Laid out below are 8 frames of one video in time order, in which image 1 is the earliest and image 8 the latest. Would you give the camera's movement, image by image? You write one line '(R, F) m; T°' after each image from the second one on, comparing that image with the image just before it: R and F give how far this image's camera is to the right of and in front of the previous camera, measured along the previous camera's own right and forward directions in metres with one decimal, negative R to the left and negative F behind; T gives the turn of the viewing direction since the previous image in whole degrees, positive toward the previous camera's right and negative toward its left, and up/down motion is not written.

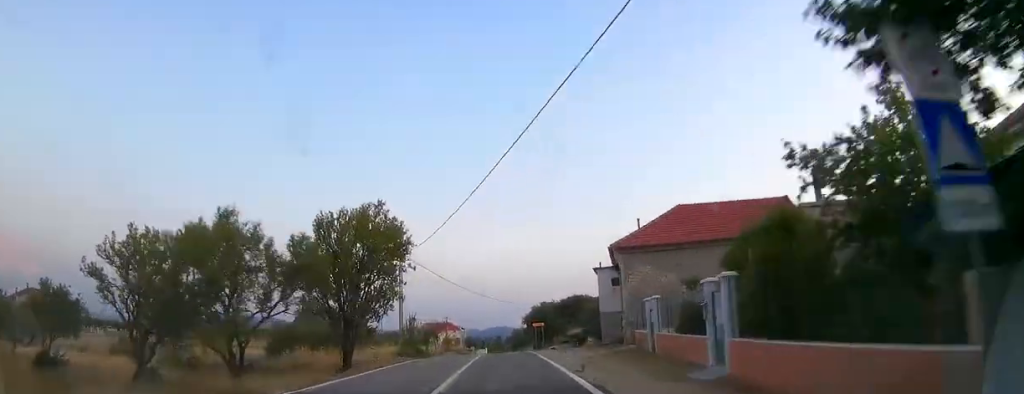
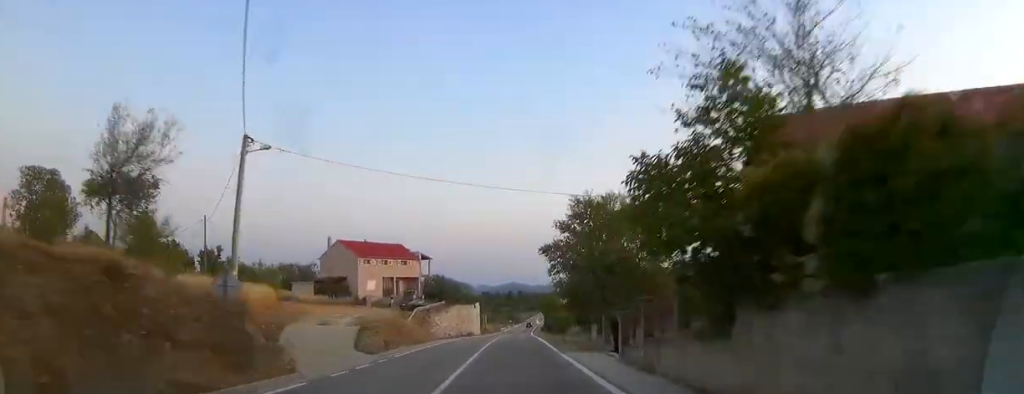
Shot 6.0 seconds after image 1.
(-2.0, +99.7) m; -1°
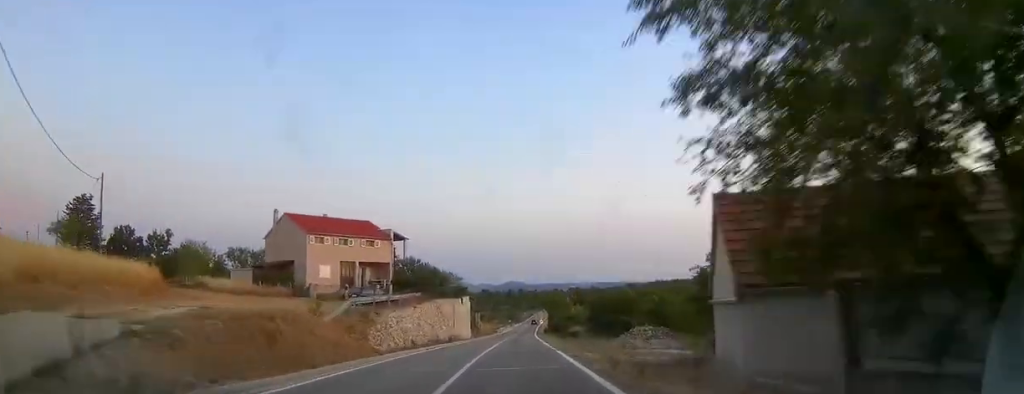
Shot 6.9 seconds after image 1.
(0.0, +17.5) m; 0°
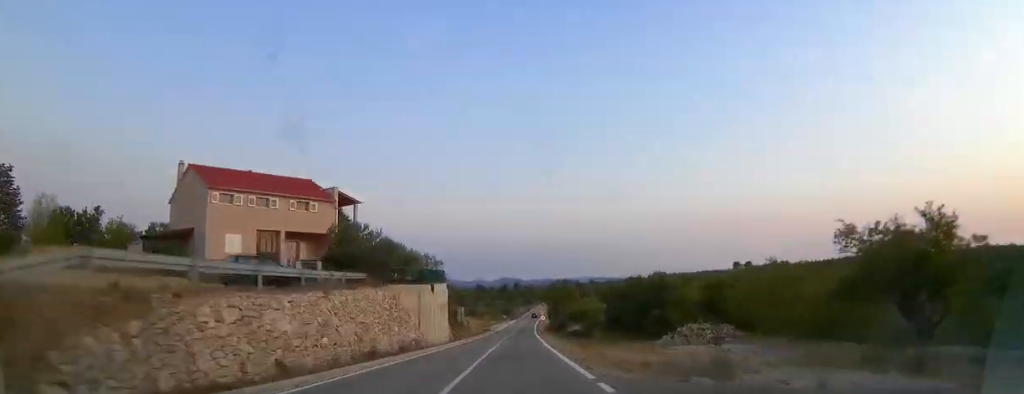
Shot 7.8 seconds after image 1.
(+0.1, +18.2) m; +1°
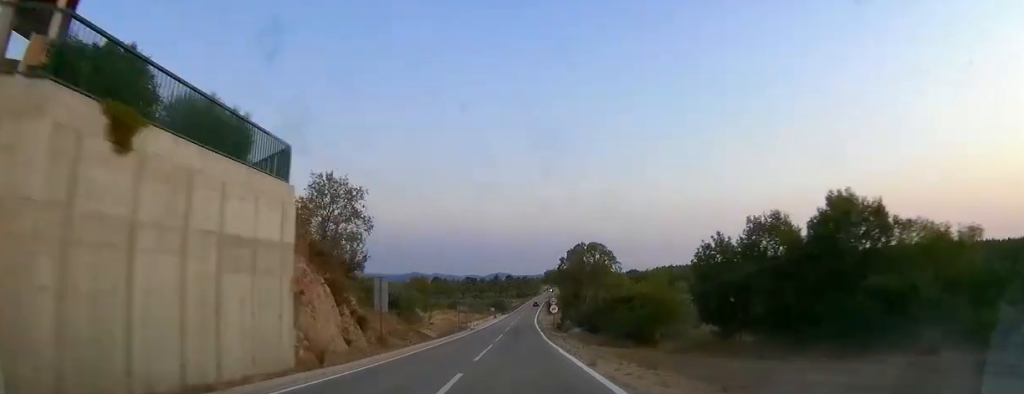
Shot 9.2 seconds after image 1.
(0.0, +30.1) m; +1°
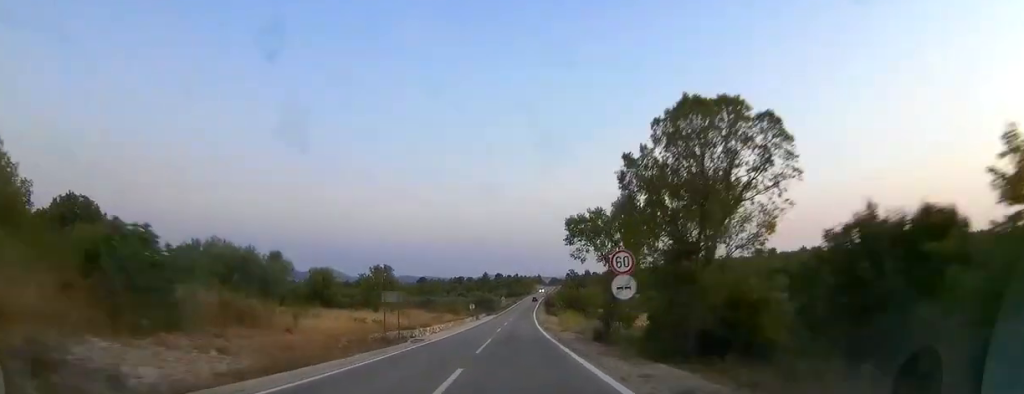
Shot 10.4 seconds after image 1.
(+0.6, +28.4) m; +1°
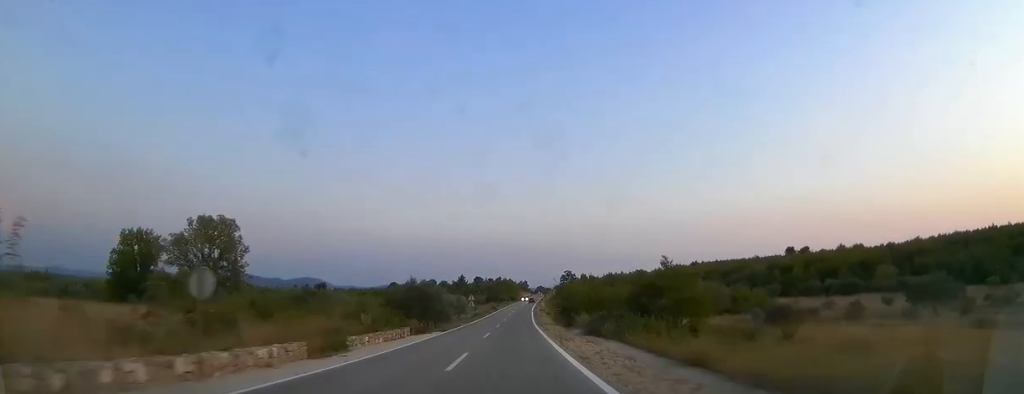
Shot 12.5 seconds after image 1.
(+0.4, +52.1) m; +1°
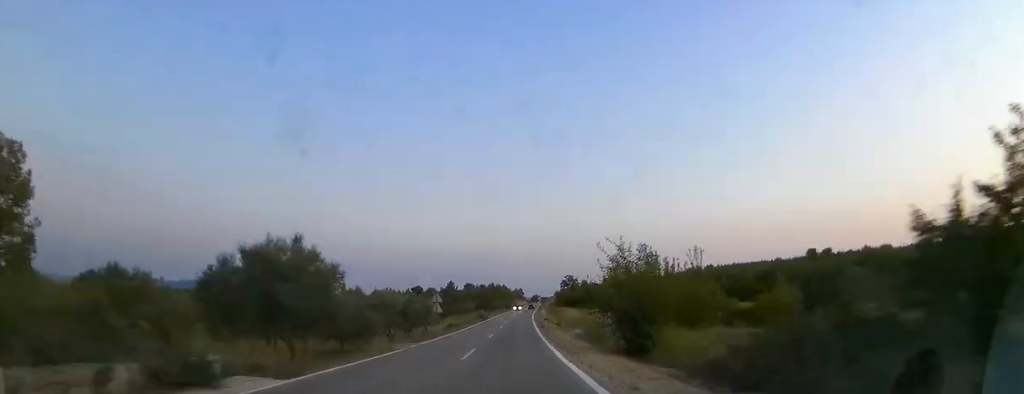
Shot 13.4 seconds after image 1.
(+0.1, +24.7) m; +1°
